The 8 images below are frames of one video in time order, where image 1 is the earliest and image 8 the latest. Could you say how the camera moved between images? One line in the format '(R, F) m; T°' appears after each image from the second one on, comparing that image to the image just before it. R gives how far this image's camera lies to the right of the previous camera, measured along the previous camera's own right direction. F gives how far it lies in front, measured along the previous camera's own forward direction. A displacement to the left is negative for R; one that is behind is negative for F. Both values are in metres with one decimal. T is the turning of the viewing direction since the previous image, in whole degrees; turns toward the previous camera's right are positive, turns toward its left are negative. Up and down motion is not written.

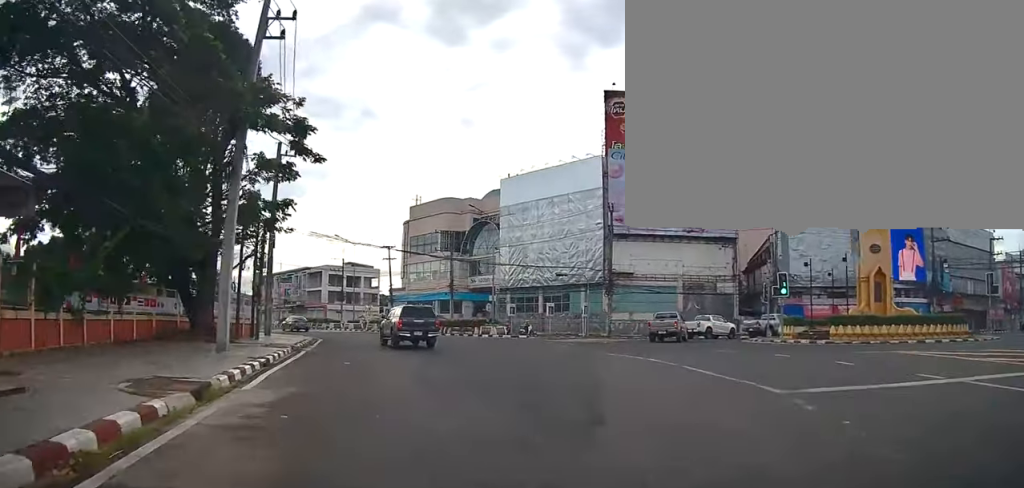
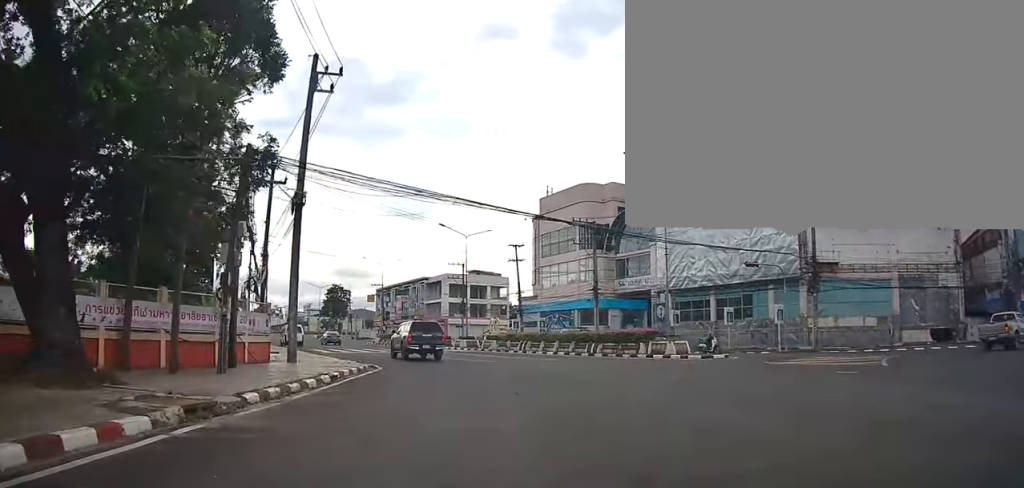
(-2.2, +15.3) m; -15°
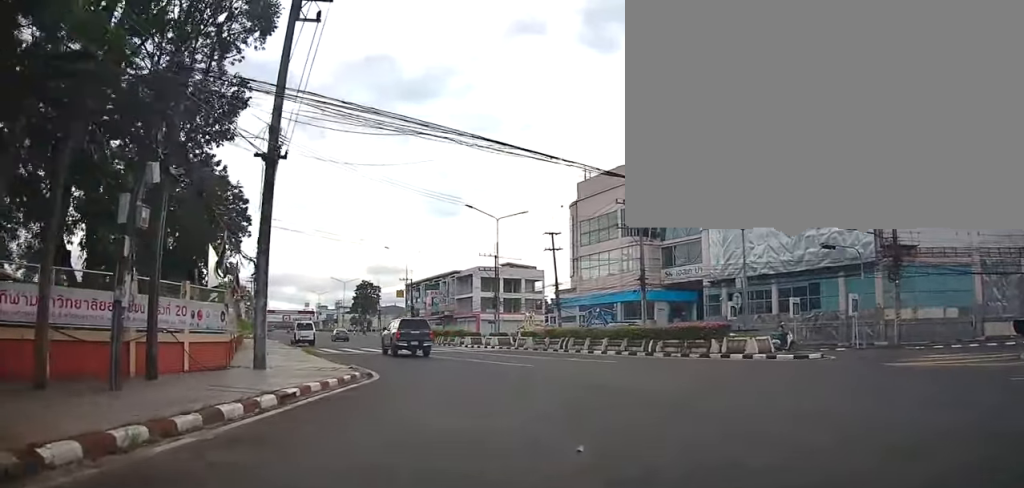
(-0.2, +5.5) m; -3°
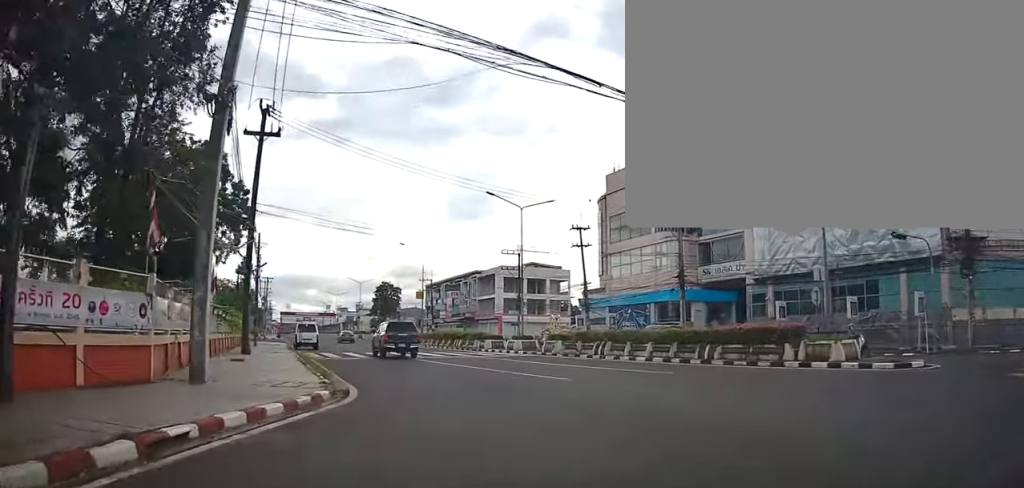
(-0.1, +4.4) m; -3°
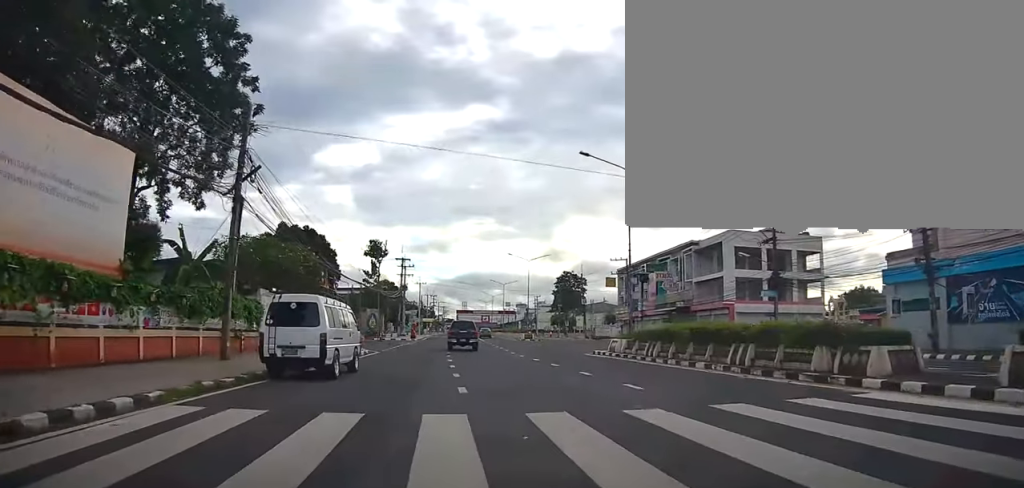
(-4.7, +27.2) m; -20°
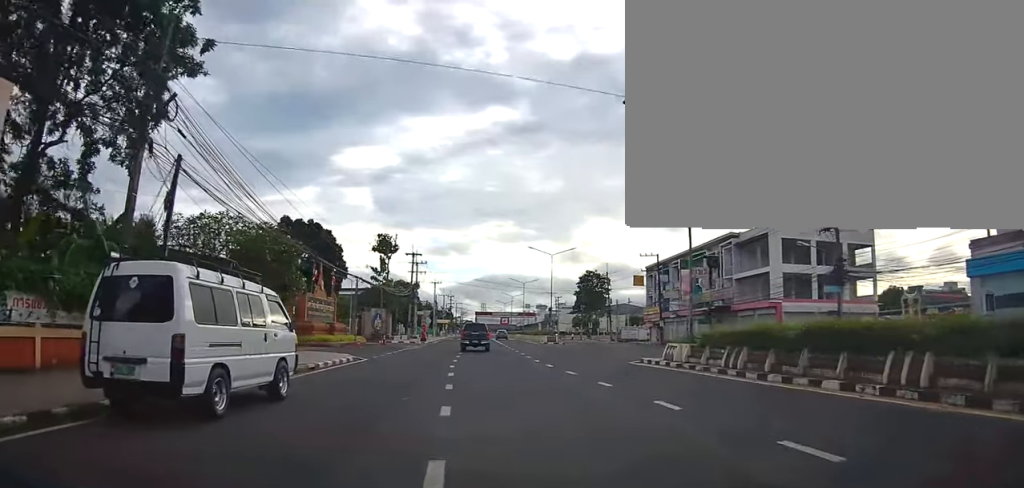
(-0.3, +6.7) m; -4°
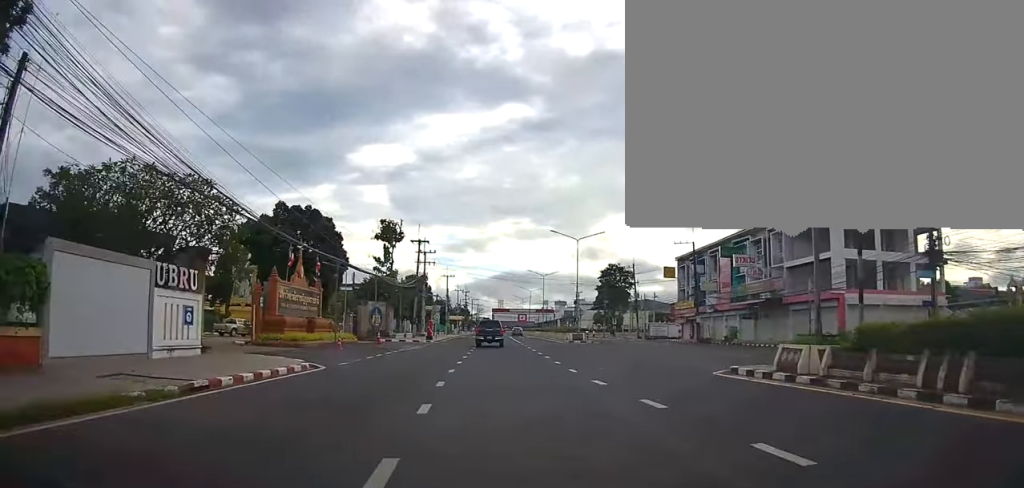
(-0.3, +7.9) m; -3°
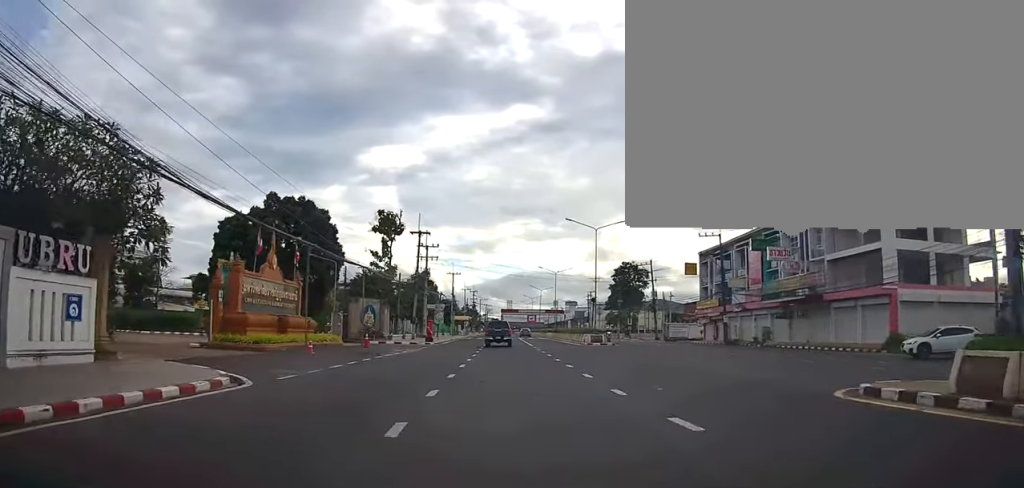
(-0.1, +5.8) m; -1°
